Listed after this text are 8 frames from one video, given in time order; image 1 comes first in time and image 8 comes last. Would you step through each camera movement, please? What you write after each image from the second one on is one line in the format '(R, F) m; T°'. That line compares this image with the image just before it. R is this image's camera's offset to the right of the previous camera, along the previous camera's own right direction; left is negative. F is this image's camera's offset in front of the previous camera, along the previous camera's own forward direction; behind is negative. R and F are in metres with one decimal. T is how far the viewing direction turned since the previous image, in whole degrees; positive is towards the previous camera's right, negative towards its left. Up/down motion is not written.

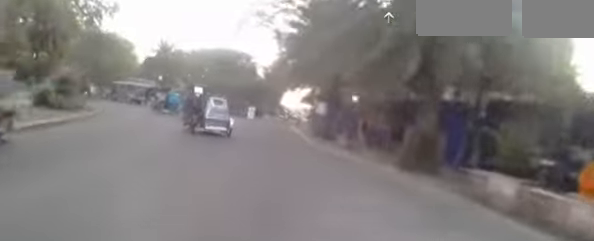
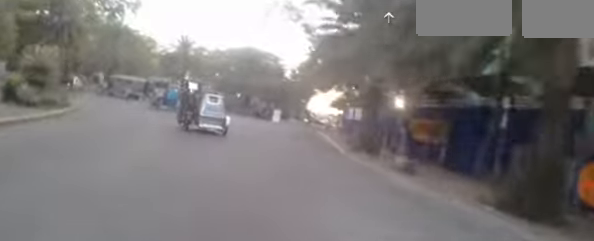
(+0.1, +3.3) m; -3°
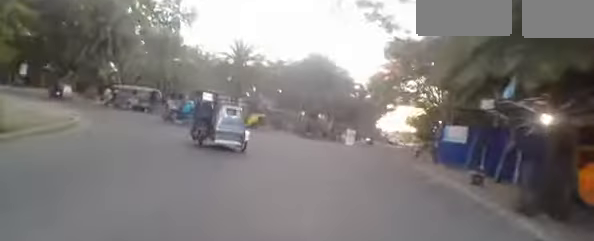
(-0.7, +6.0) m; -16°
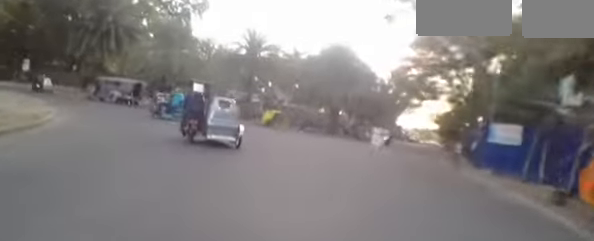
(-0.5, +3.0) m; -4°
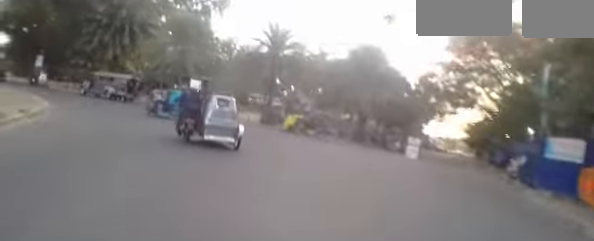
(-0.2, +2.5) m; -2°
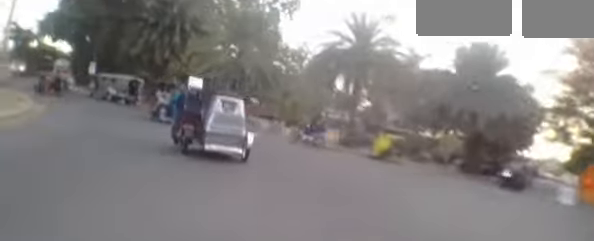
(+0.3, +6.0) m; +3°
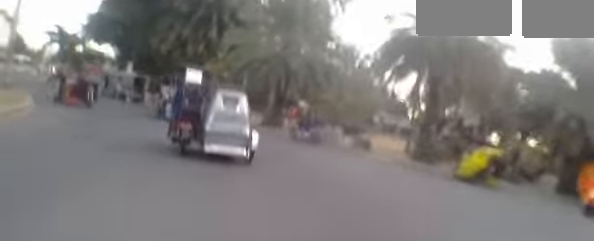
(0.0, +3.7) m; +2°
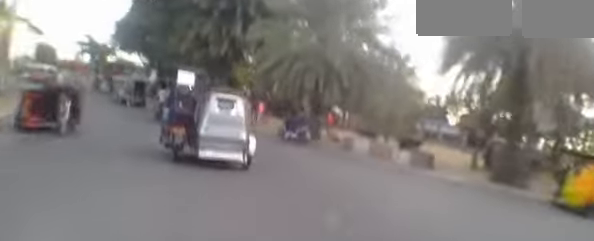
(+0.1, +2.6) m; -5°
